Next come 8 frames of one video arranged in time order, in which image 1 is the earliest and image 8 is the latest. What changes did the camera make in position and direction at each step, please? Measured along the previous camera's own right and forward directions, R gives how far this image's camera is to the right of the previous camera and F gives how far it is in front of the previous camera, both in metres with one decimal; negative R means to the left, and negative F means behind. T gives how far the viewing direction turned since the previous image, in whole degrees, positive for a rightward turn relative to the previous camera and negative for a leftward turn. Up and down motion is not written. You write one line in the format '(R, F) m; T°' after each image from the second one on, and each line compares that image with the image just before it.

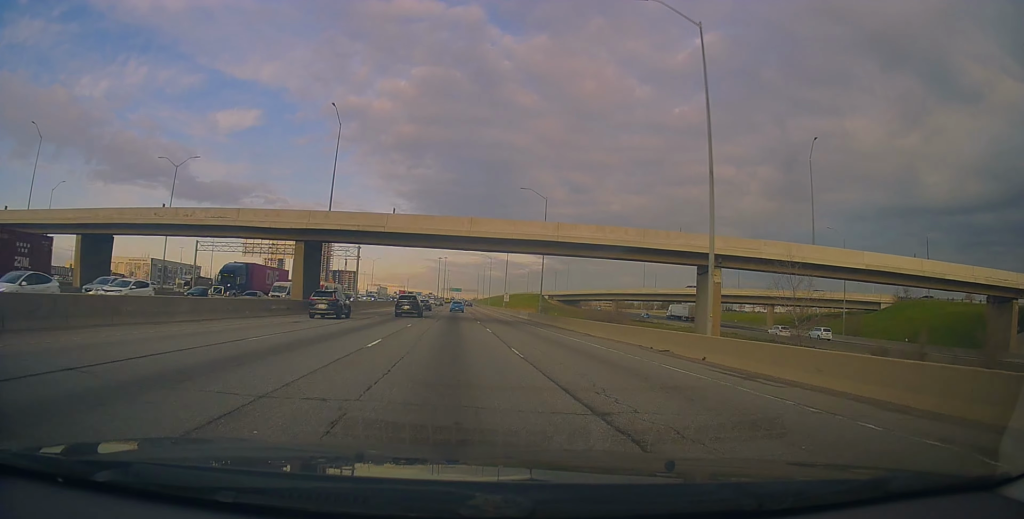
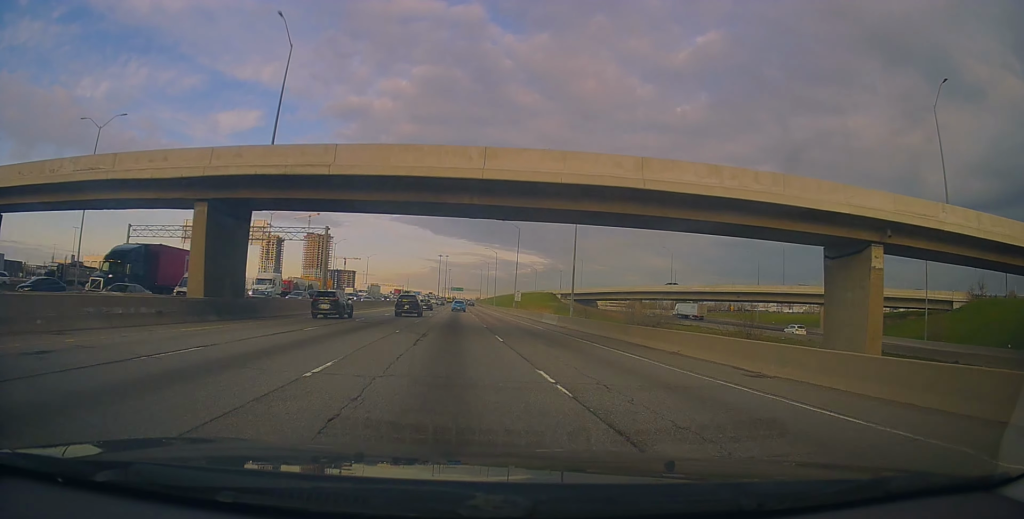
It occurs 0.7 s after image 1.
(0.0, +17.9) m; 0°
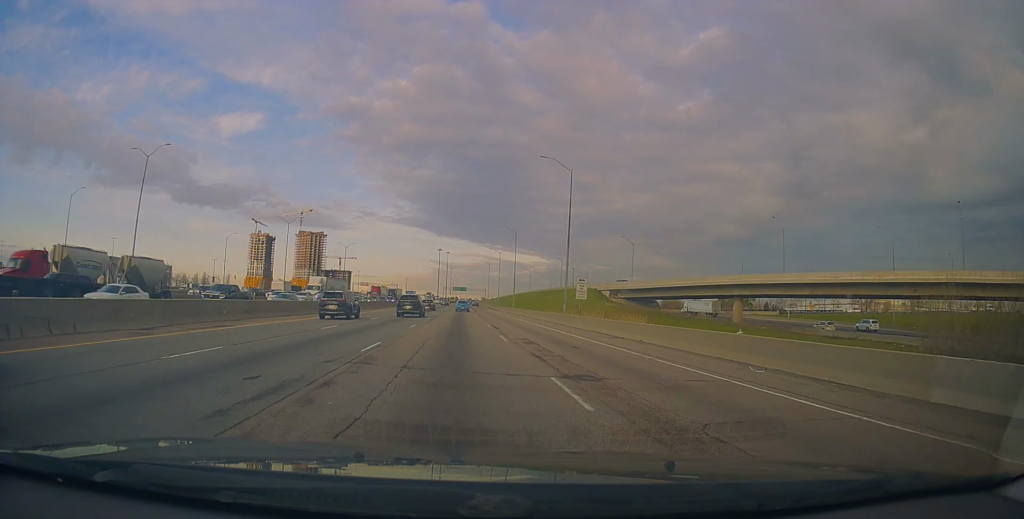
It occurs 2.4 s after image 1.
(+0.1, +46.2) m; +1°
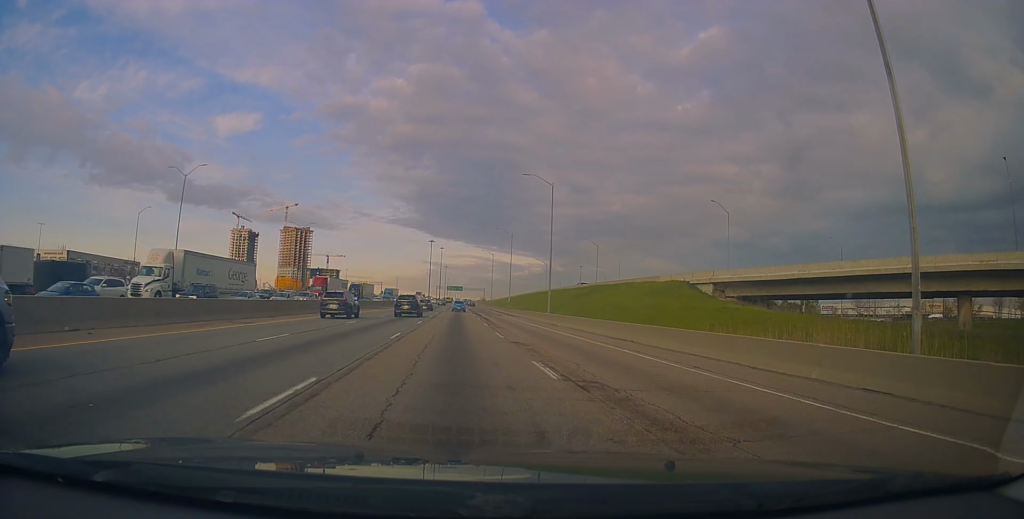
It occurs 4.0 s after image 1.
(+0.5, +44.4) m; 0°
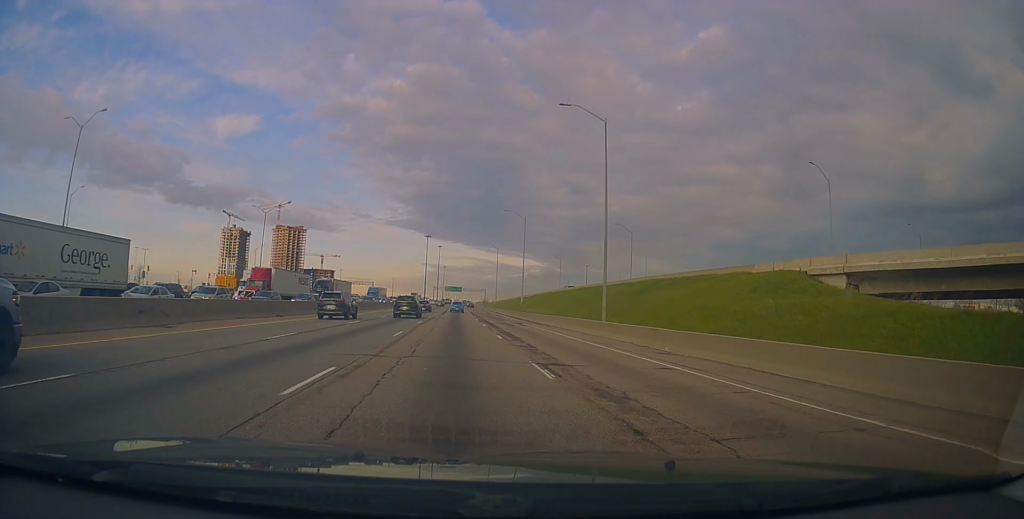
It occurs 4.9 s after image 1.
(-0.3, +23.4) m; -1°
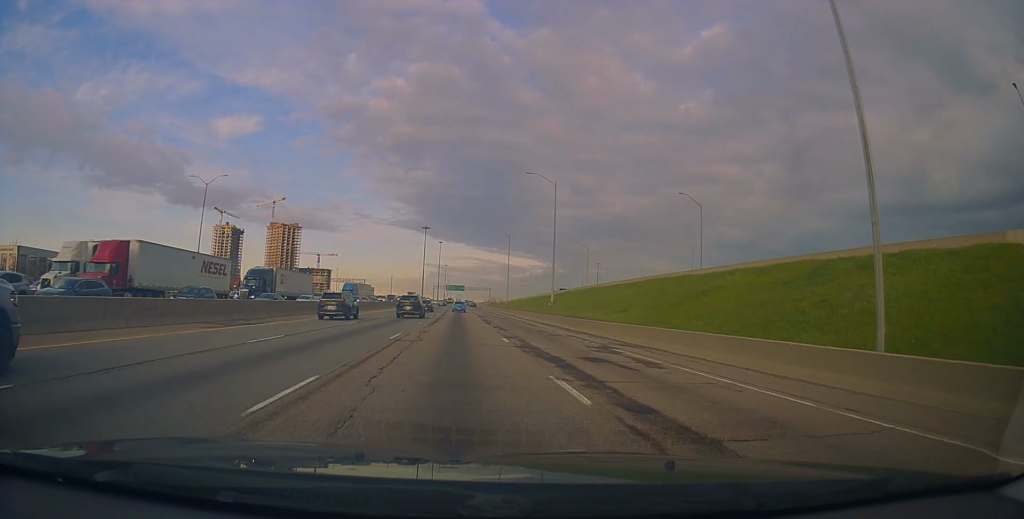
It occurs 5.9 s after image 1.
(0.0, +26.8) m; +1°
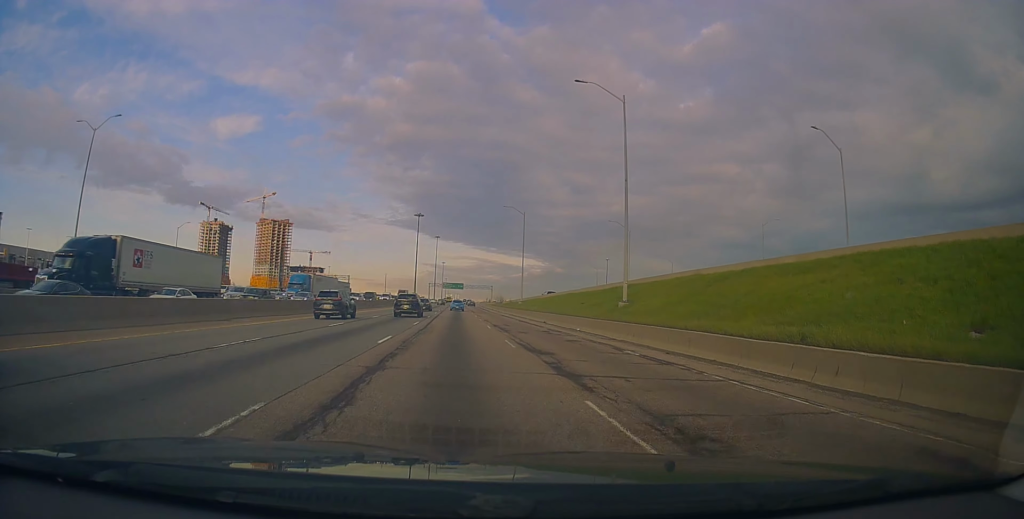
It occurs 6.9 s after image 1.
(+0.4, +26.8) m; -1°
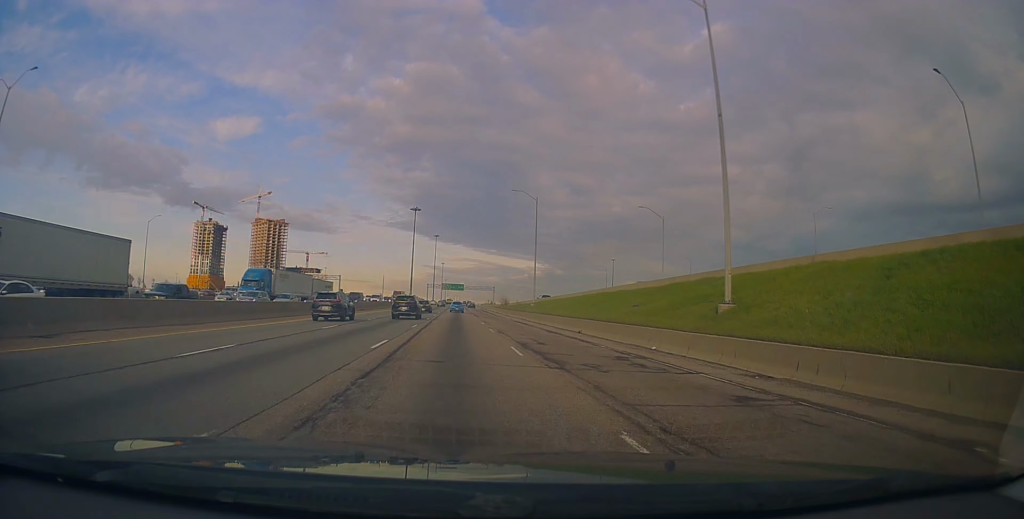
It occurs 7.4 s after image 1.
(-0.3, +14.2) m; 0°
